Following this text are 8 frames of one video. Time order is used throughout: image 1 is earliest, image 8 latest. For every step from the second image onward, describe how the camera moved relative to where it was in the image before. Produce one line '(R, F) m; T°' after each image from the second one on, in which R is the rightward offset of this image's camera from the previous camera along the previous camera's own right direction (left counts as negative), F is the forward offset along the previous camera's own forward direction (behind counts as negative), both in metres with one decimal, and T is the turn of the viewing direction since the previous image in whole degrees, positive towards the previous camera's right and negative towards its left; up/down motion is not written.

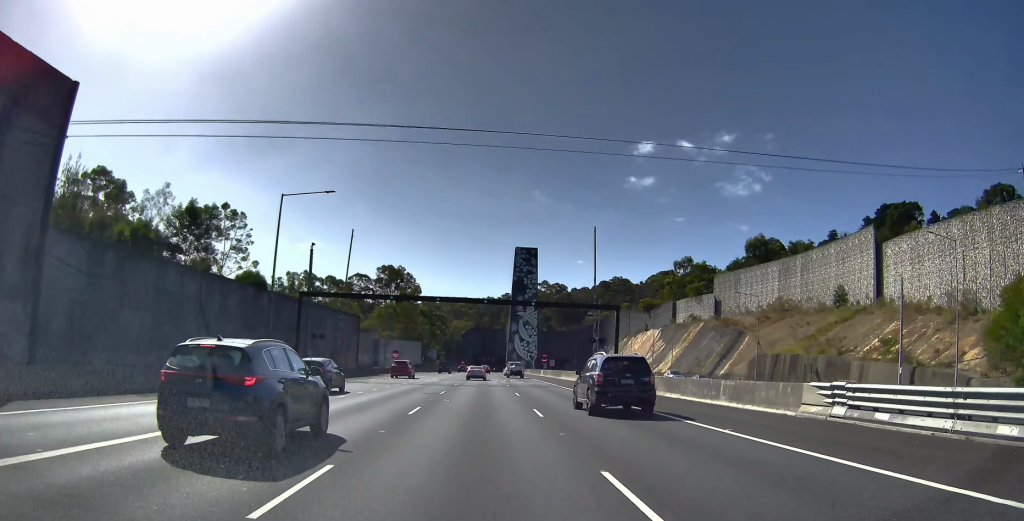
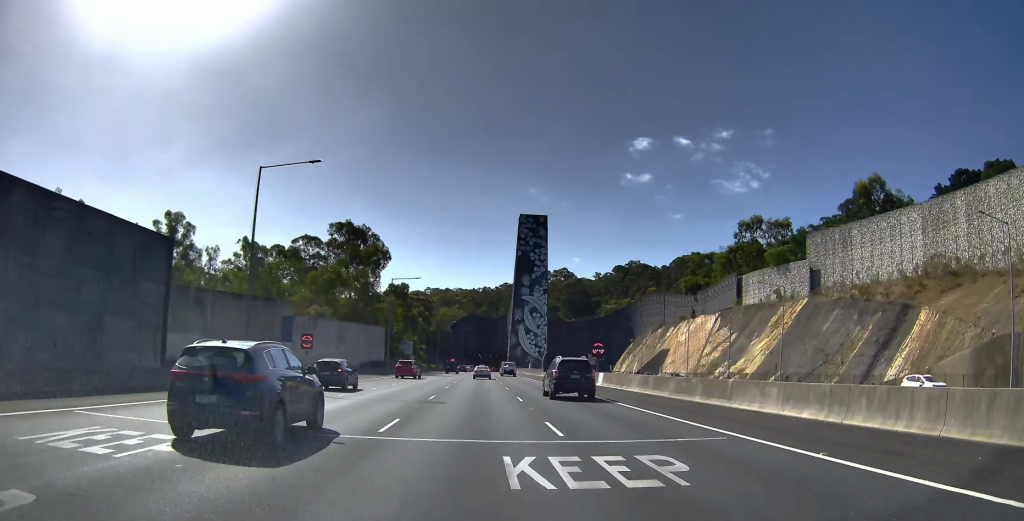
(-0.5, +55.1) m; -2°
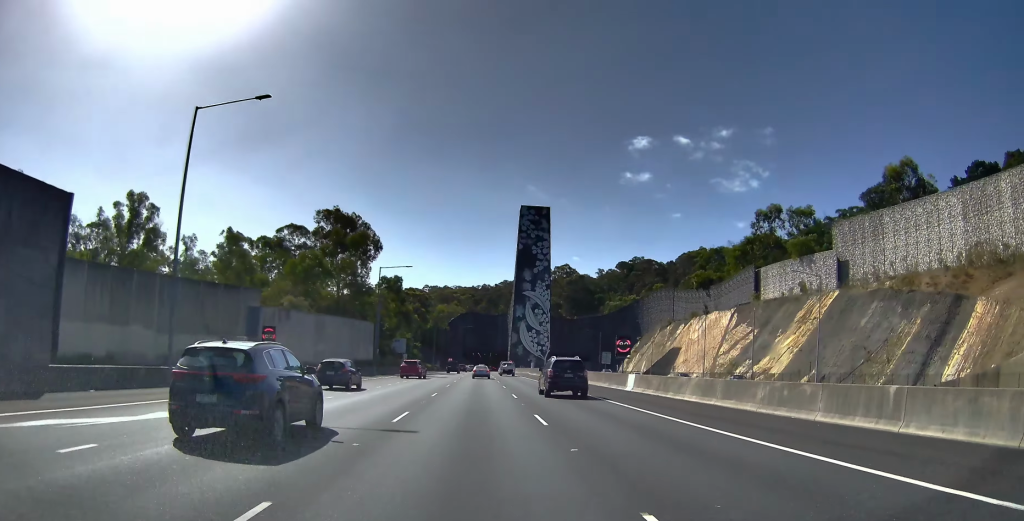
(-0.1, +8.5) m; 0°
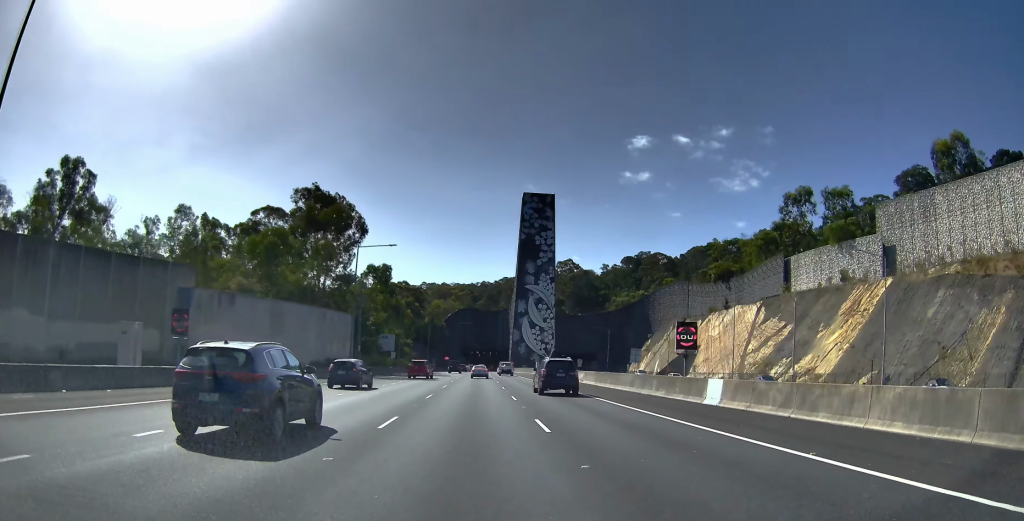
(-0.2, +11.3) m; 0°
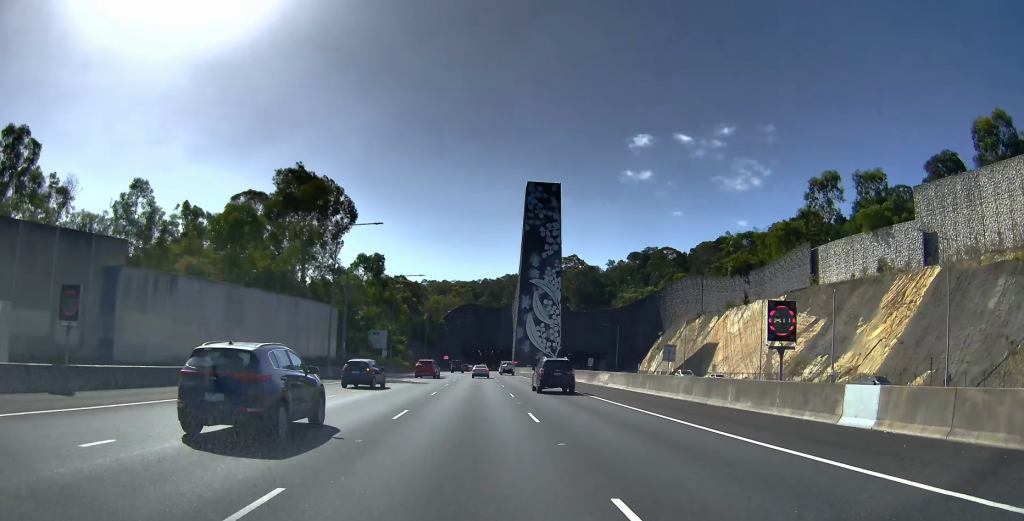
(+0.2, +7.1) m; +1°
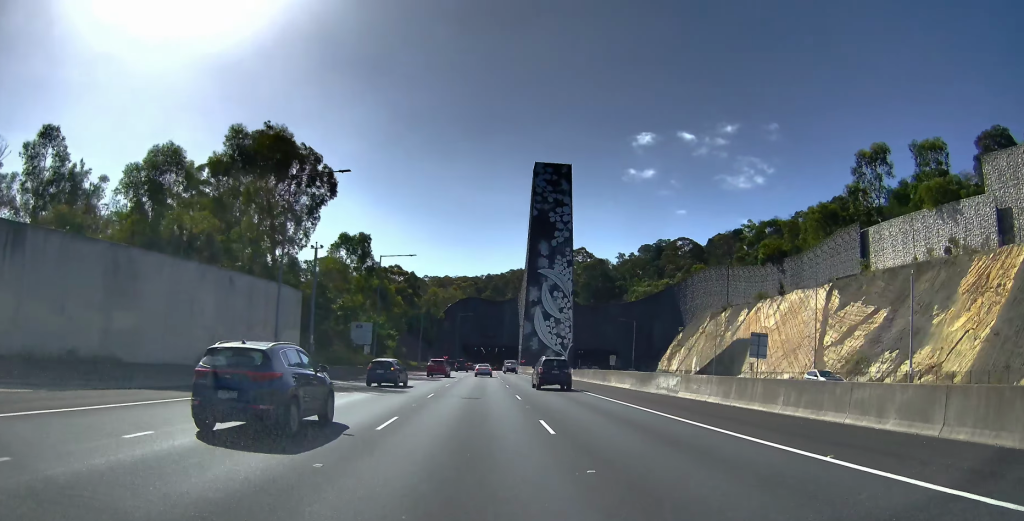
(+0.1, +10.8) m; 0°
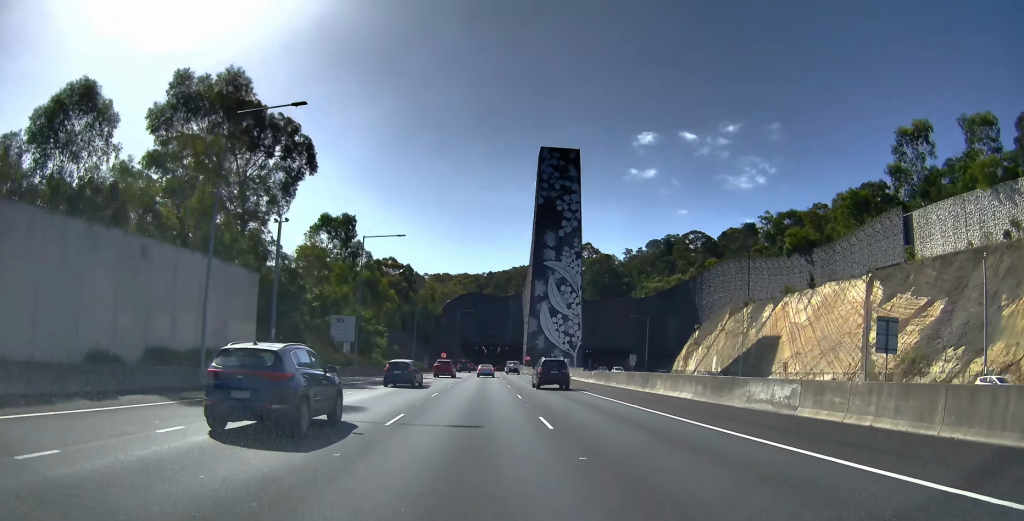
(+0.1, +7.9) m; -1°
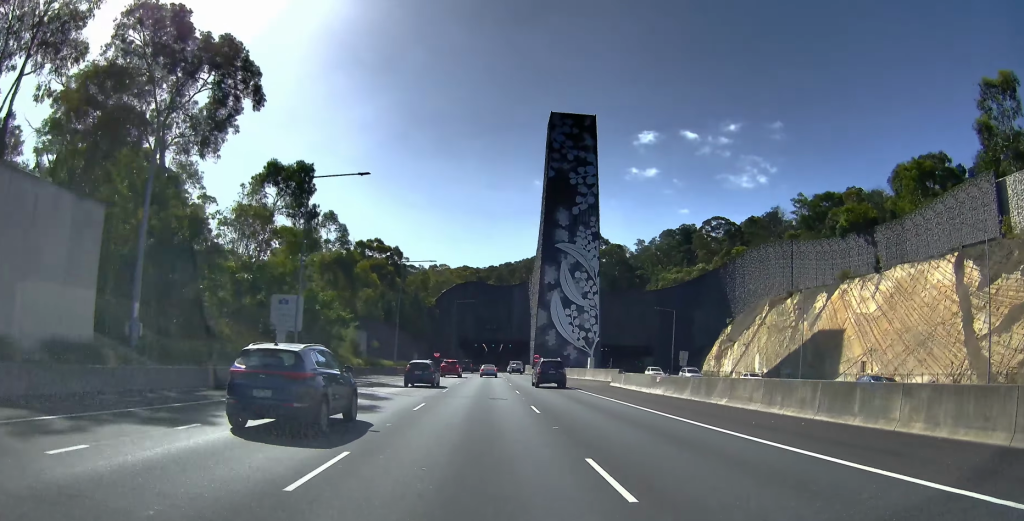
(-0.3, +15.8) m; -2°
